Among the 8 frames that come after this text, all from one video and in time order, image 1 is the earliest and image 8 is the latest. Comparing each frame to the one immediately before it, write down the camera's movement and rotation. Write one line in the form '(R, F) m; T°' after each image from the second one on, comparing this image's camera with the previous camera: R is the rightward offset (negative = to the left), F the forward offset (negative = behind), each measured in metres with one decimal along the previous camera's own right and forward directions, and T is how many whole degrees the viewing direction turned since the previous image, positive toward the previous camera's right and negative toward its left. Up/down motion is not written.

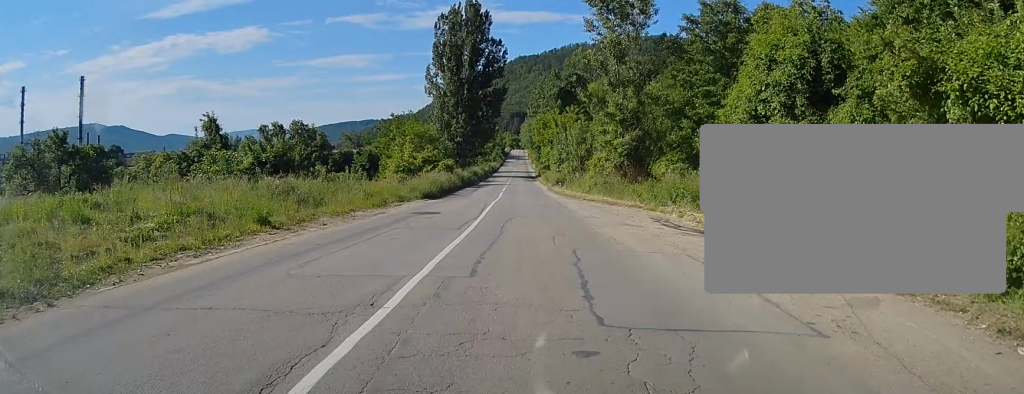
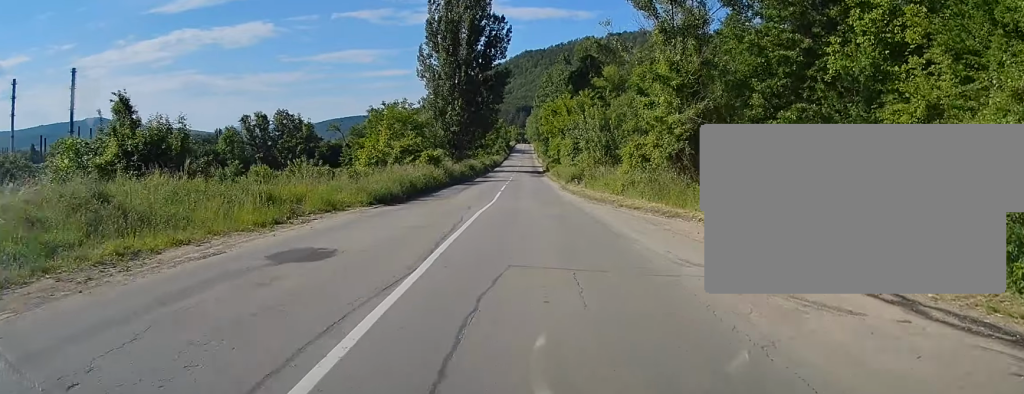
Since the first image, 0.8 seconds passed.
(0.0, +13.5) m; 0°
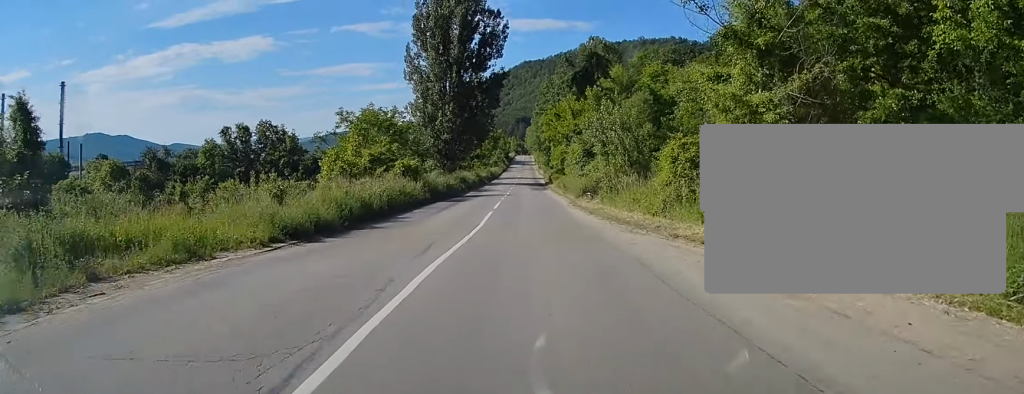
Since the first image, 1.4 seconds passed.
(0.0, +9.6) m; 0°
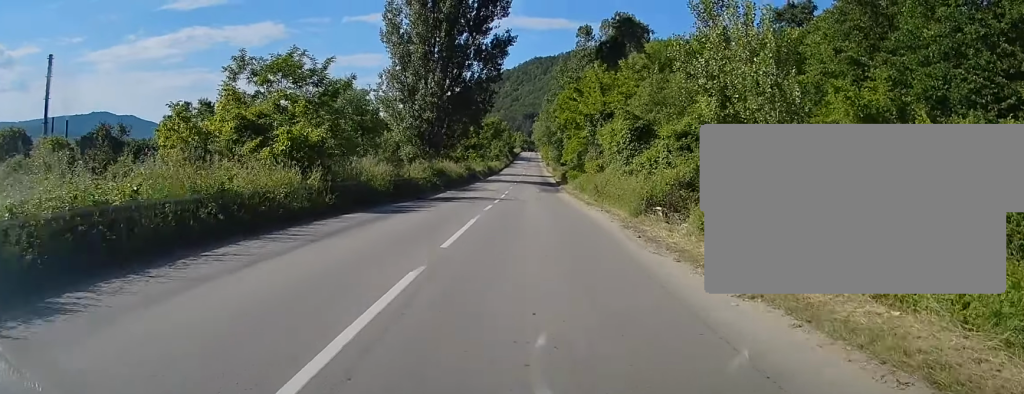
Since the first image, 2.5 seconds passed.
(-0.1, +19.3) m; -1°
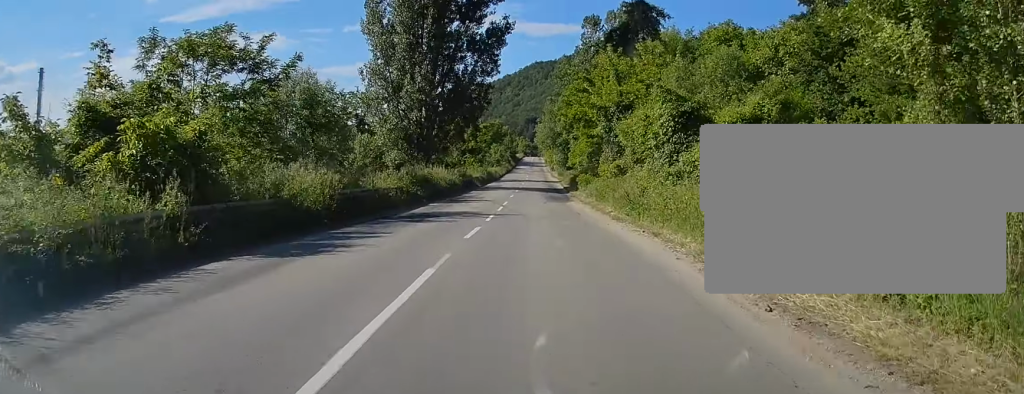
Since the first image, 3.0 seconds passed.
(0.0, +8.0) m; 0°
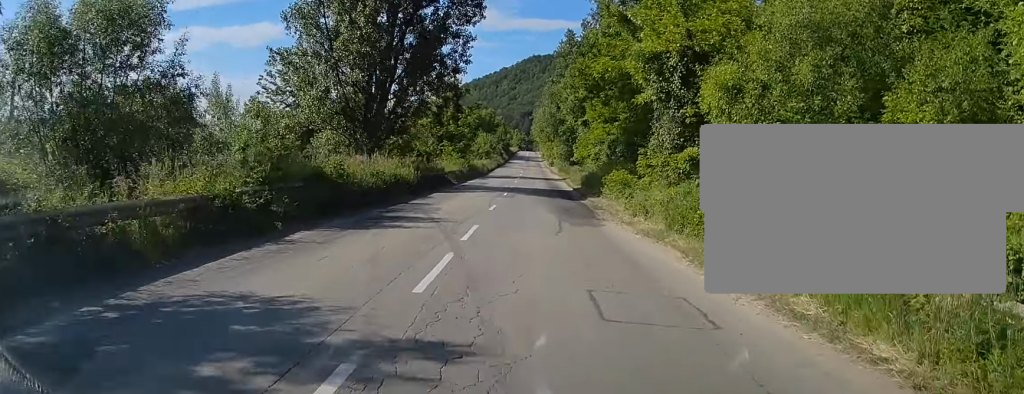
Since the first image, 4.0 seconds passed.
(0.0, +17.7) m; +1°
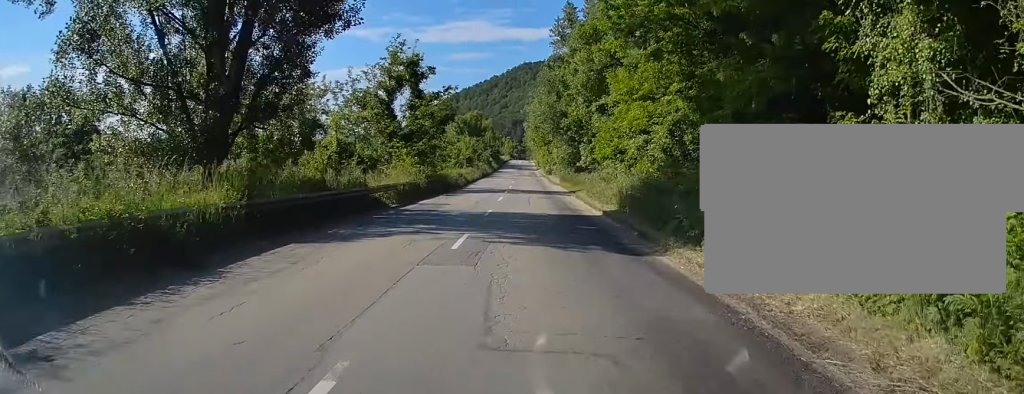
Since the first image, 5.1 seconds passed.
(+0.2, +19.6) m; +1°
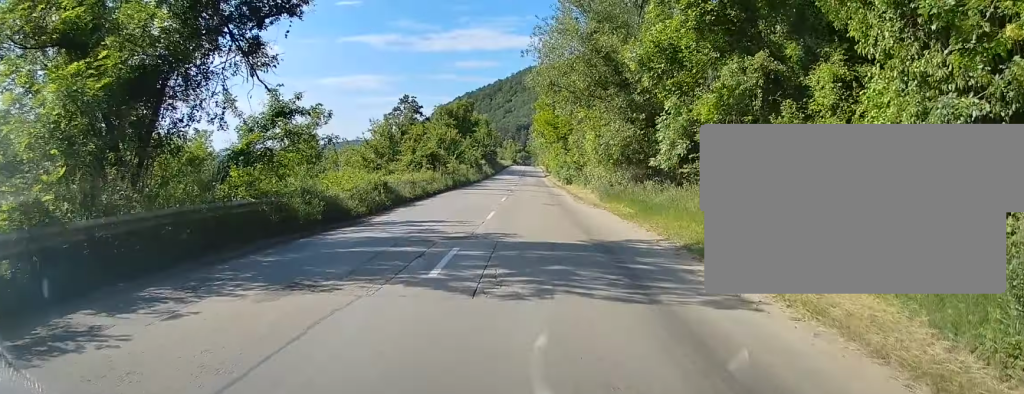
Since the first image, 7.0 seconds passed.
(-0.1, +33.0) m; -1°
